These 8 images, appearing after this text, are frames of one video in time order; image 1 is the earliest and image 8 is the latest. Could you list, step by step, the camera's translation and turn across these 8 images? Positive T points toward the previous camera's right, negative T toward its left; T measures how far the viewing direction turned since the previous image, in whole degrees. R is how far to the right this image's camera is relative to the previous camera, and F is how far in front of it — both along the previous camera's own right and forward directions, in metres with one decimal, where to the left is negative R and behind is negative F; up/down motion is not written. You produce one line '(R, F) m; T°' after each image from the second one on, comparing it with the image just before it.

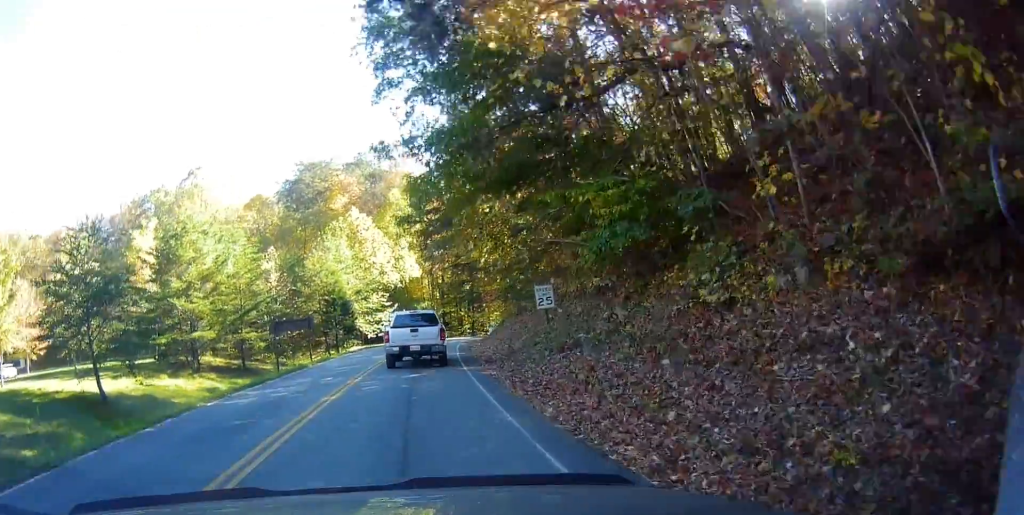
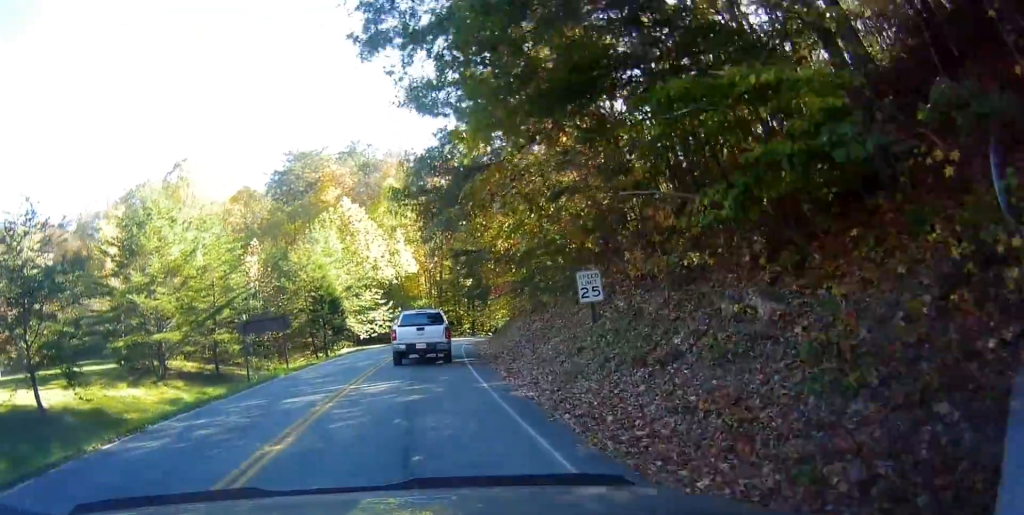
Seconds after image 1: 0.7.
(0.0, +6.4) m; +2°
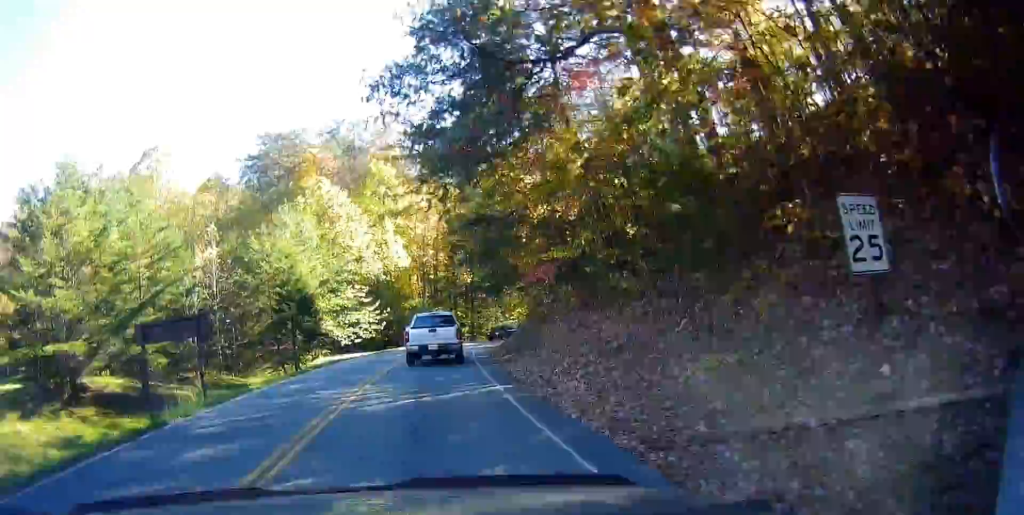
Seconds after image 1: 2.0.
(+0.4, +11.7) m; +2°
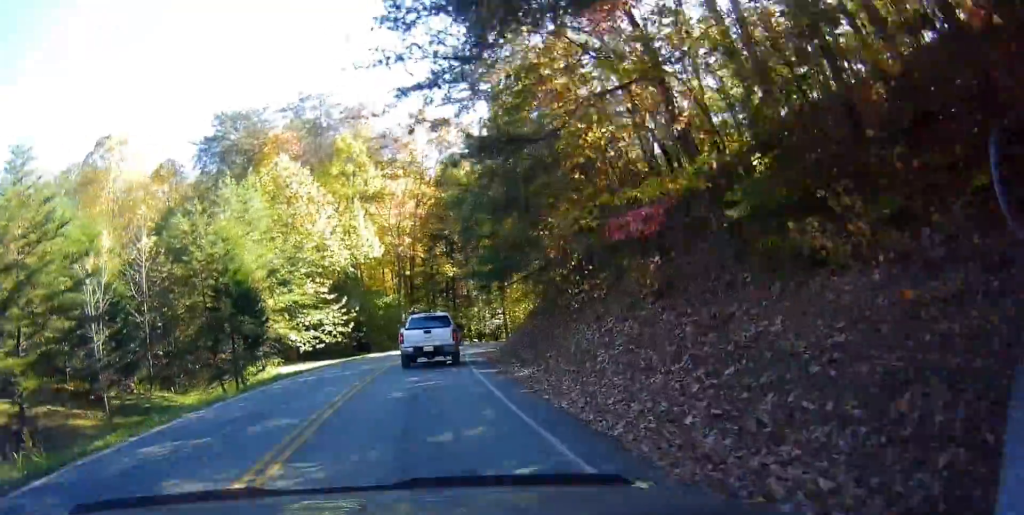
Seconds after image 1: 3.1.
(0.0, +9.9) m; +6°
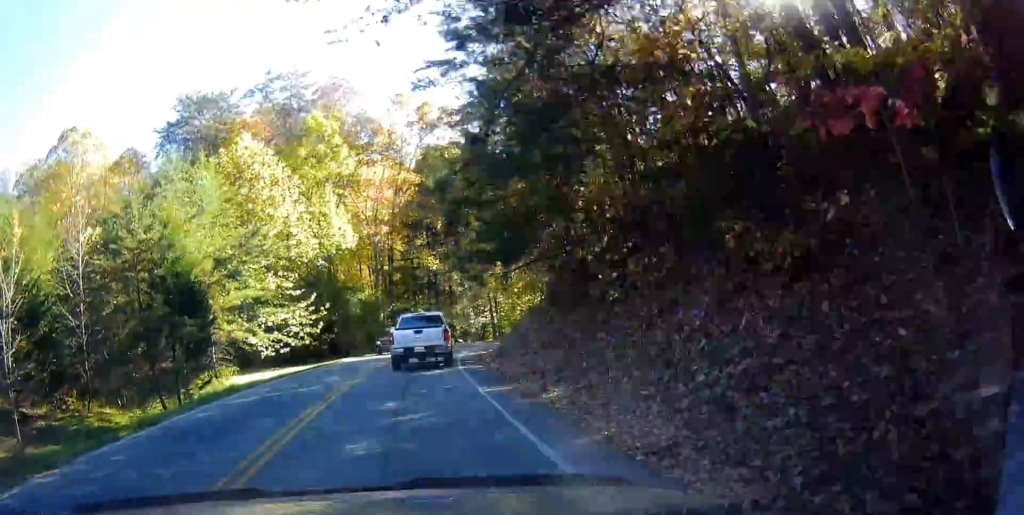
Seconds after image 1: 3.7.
(+0.7, +6.7) m; +3°
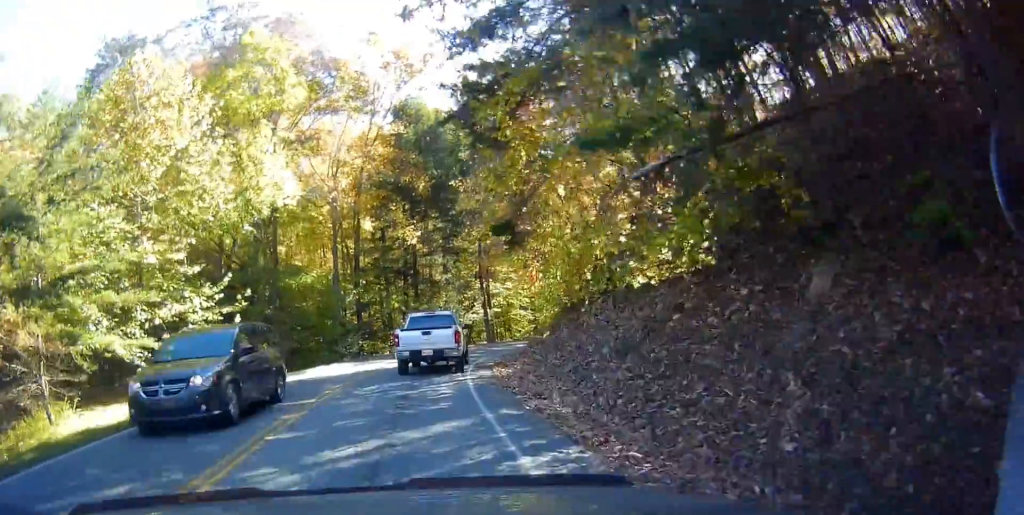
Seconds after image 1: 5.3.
(-0.5, +16.4) m; -7°
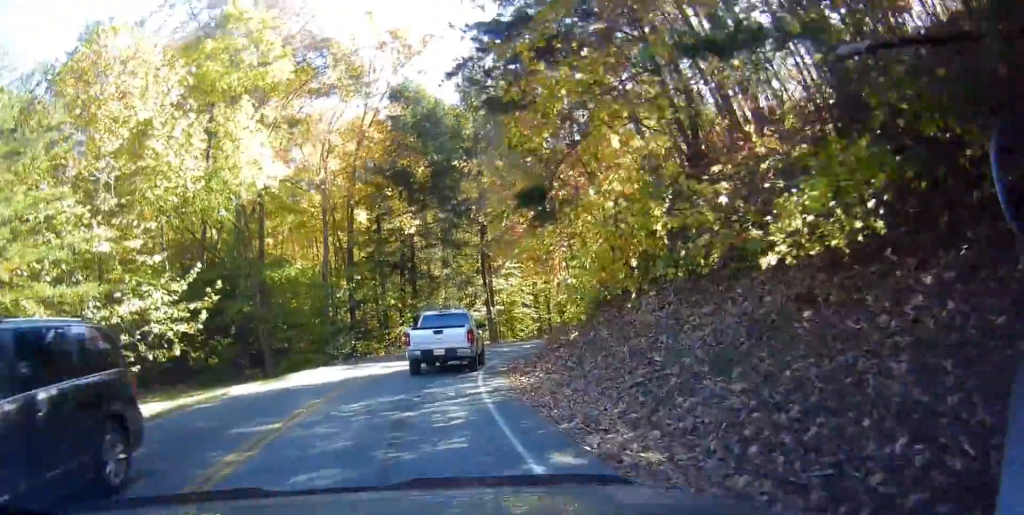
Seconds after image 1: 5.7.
(-0.2, +3.9) m; -3°
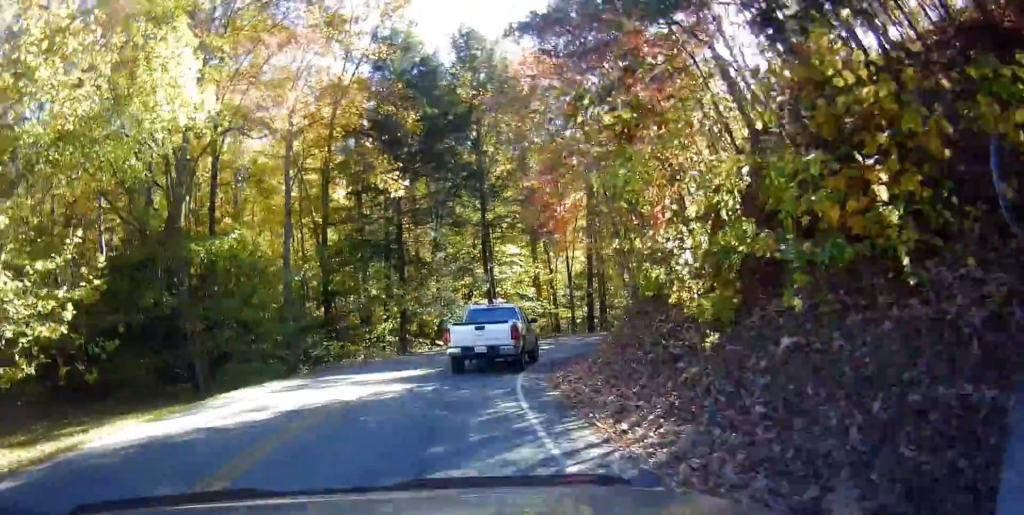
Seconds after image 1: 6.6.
(-0.4, +8.5) m; -1°
